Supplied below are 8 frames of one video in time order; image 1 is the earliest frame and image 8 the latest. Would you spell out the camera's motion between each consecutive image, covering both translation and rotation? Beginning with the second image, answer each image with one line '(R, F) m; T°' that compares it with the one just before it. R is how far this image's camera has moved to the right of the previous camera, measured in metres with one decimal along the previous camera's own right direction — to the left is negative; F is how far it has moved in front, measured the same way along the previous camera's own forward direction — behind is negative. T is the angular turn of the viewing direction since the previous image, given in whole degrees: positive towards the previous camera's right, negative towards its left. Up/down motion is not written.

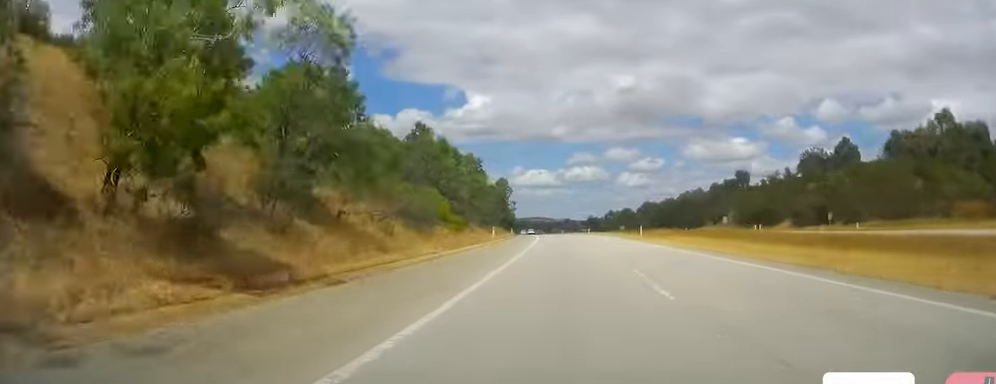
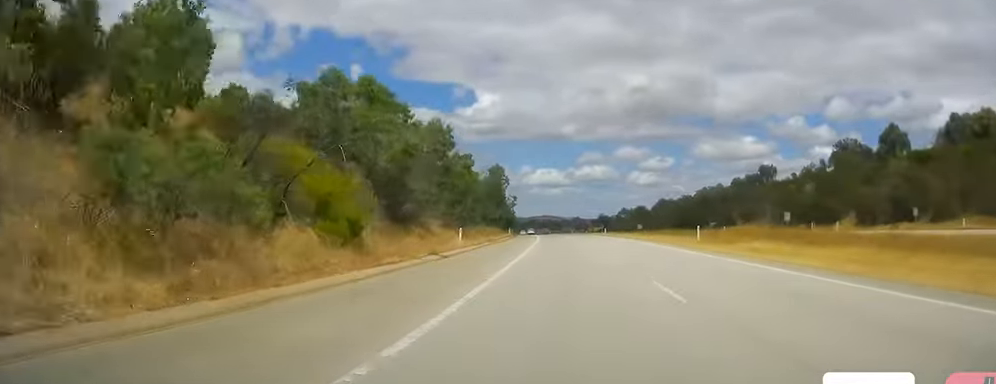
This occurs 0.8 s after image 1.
(-0.1, +24.7) m; -1°
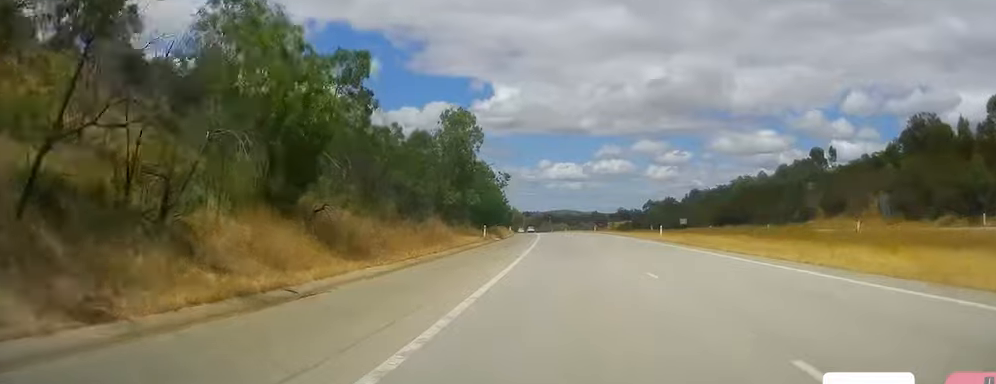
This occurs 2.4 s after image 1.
(-0.5, +45.4) m; -2°
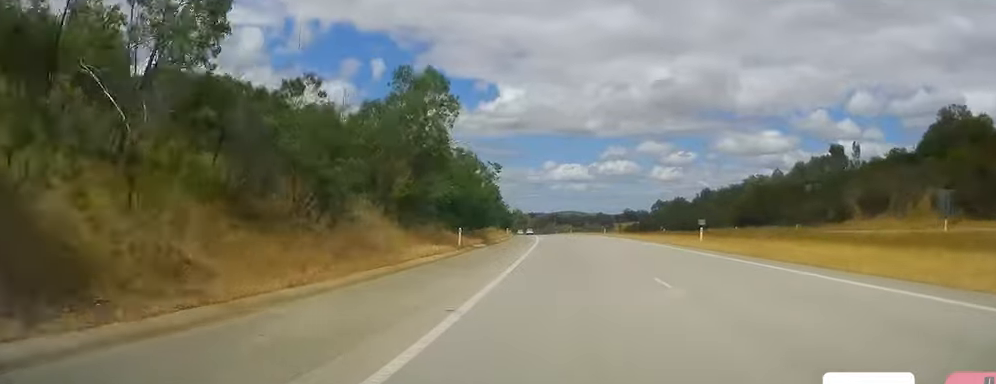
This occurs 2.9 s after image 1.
(-0.3, +14.8) m; -1°
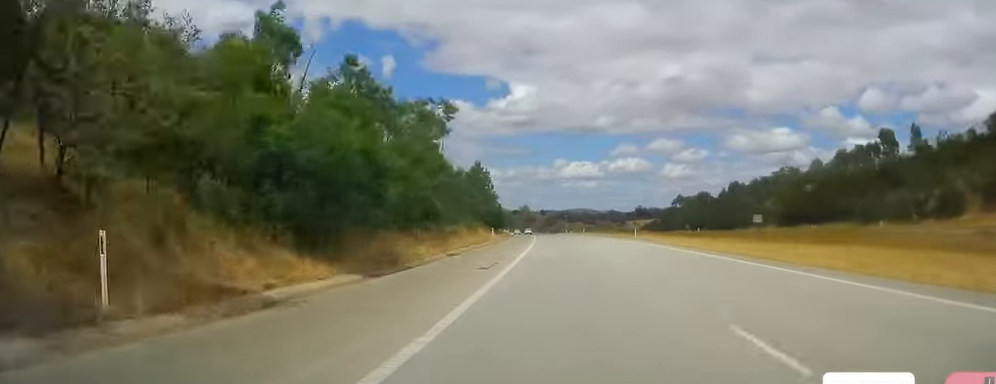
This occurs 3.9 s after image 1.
(-0.4, +31.6) m; -1°
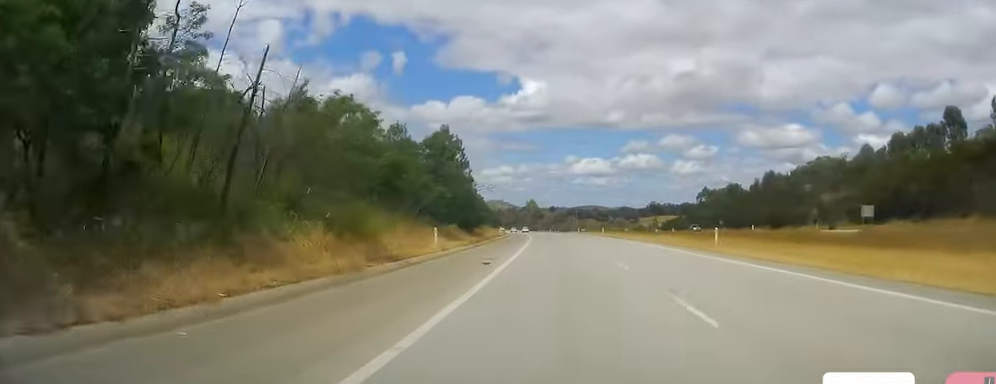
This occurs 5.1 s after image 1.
(-0.2, +33.5) m; 0°
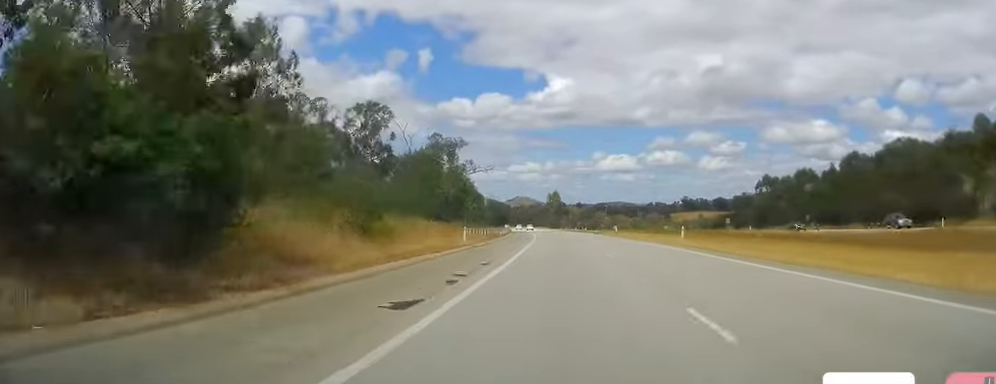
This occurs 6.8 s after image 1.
(-0.5, +50.0) m; -2°
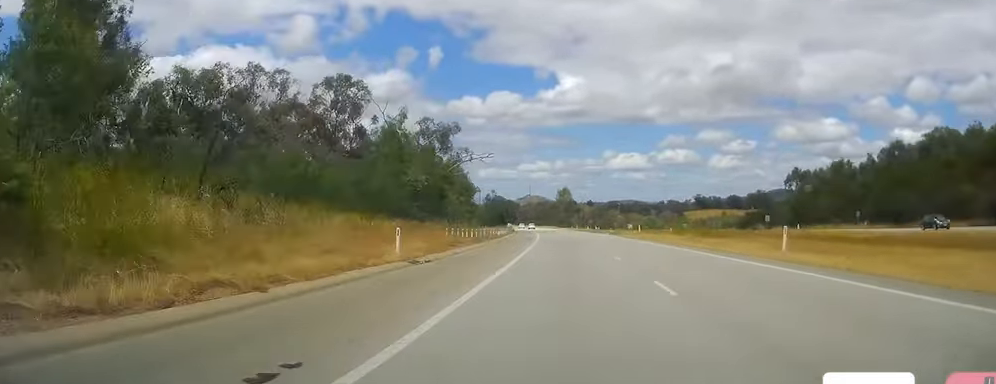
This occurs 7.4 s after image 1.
(-0.4, +19.5) m; -1°
